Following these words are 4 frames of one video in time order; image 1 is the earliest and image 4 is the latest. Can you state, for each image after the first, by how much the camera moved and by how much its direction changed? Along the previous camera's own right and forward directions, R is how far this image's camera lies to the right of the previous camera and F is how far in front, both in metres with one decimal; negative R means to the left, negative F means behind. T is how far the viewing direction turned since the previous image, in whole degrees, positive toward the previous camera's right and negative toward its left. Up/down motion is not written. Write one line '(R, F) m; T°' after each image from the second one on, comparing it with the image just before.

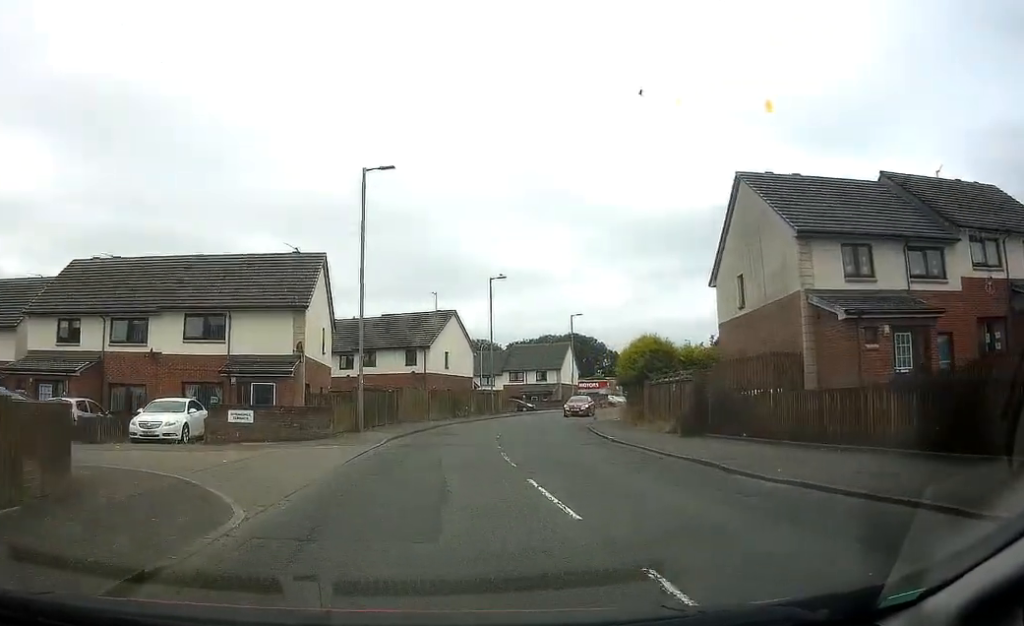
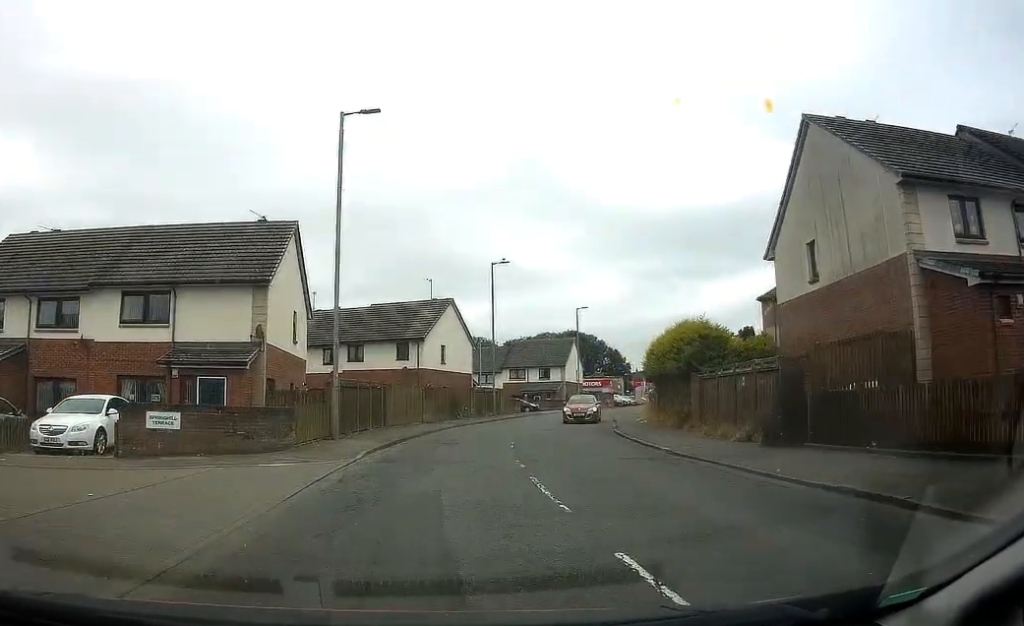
(0.0, +5.8) m; 0°
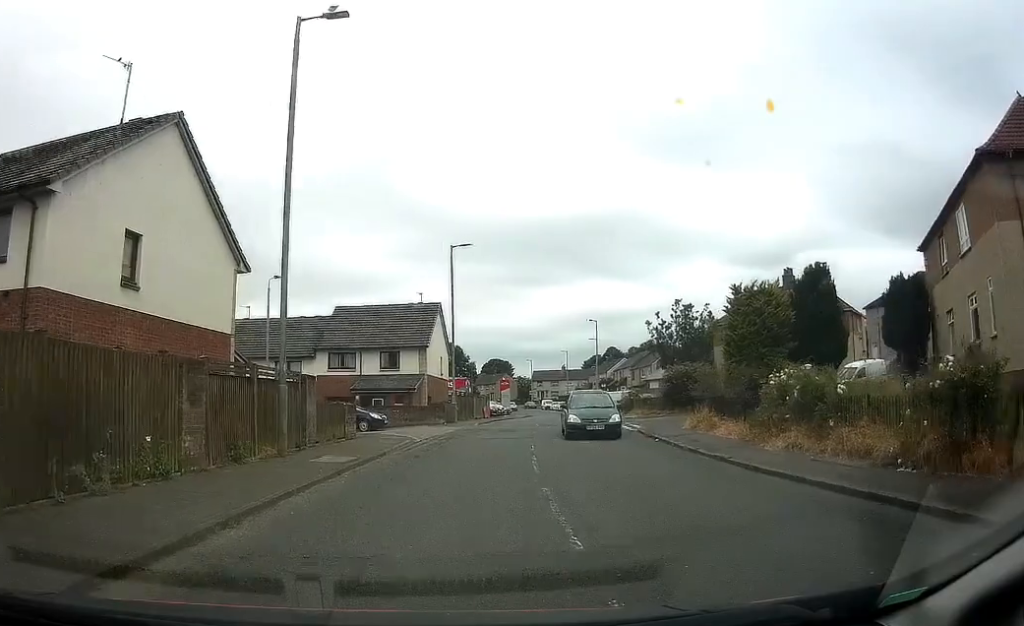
(+2.3, +32.7) m; +13°
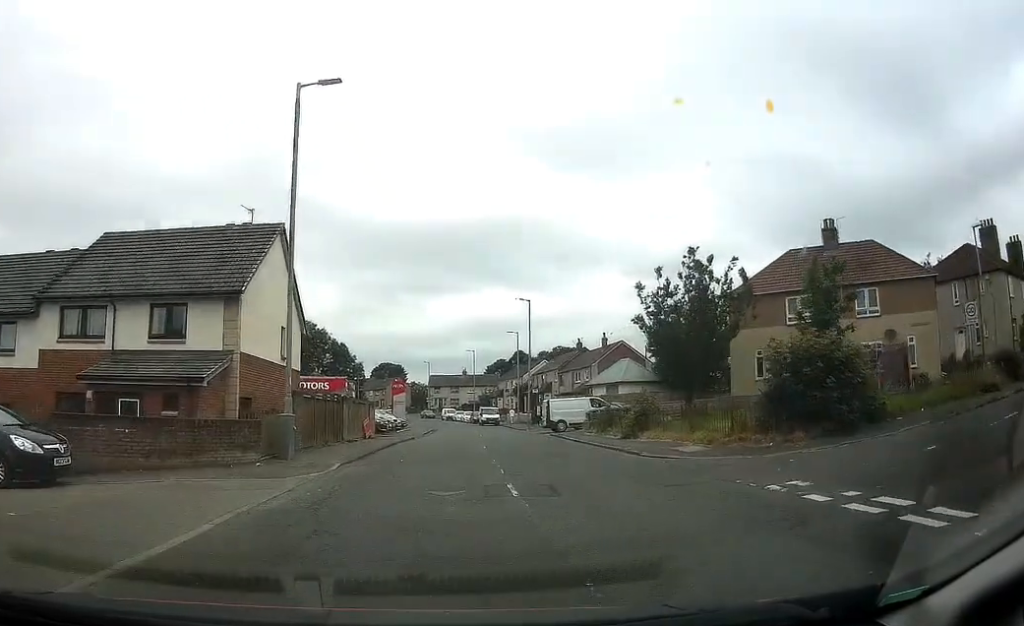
(+2.3, +22.6) m; +9°
